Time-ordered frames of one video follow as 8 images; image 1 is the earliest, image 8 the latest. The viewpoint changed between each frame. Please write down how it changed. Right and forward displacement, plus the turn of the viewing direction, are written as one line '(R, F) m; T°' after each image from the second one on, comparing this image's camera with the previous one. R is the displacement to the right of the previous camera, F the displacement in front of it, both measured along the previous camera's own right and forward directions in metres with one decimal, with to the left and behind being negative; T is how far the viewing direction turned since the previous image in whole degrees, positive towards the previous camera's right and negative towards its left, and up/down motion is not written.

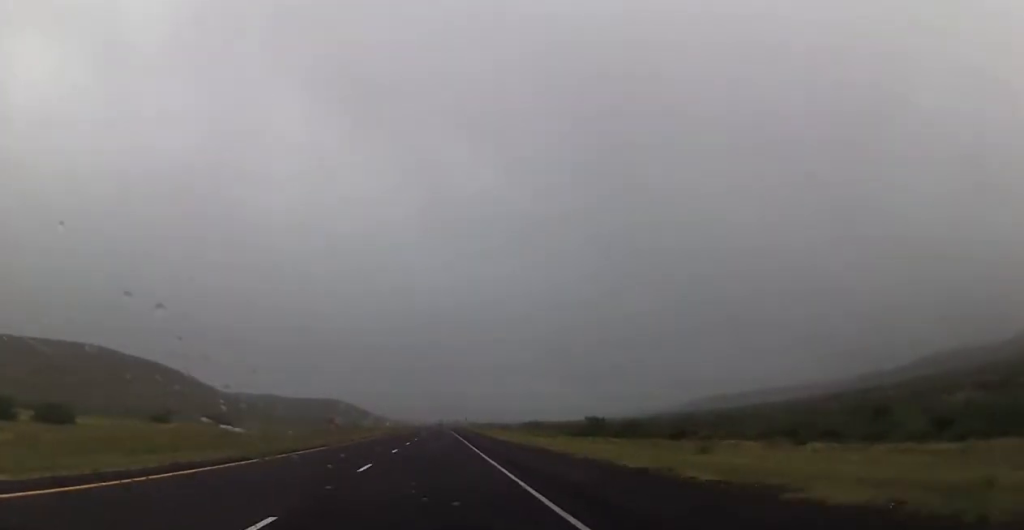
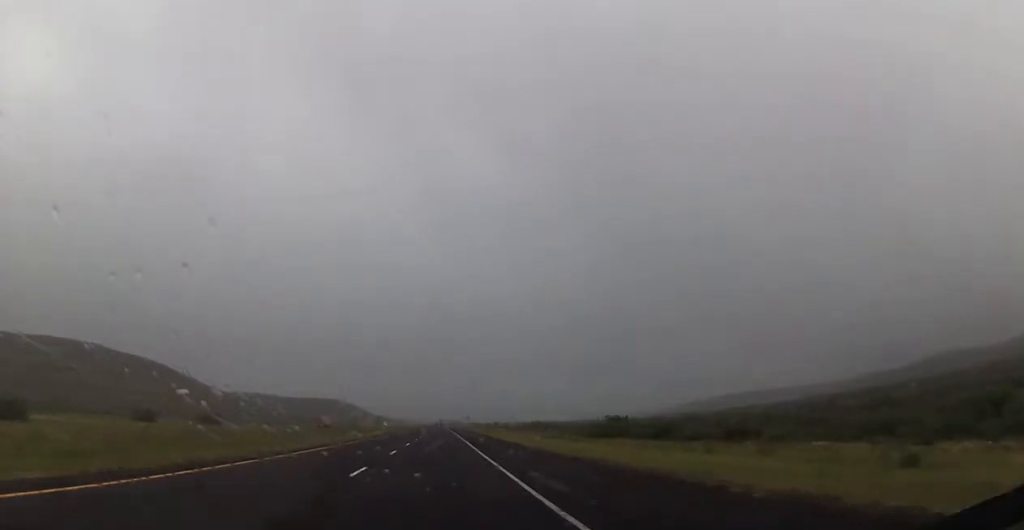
(0.0, +13.8) m; 0°
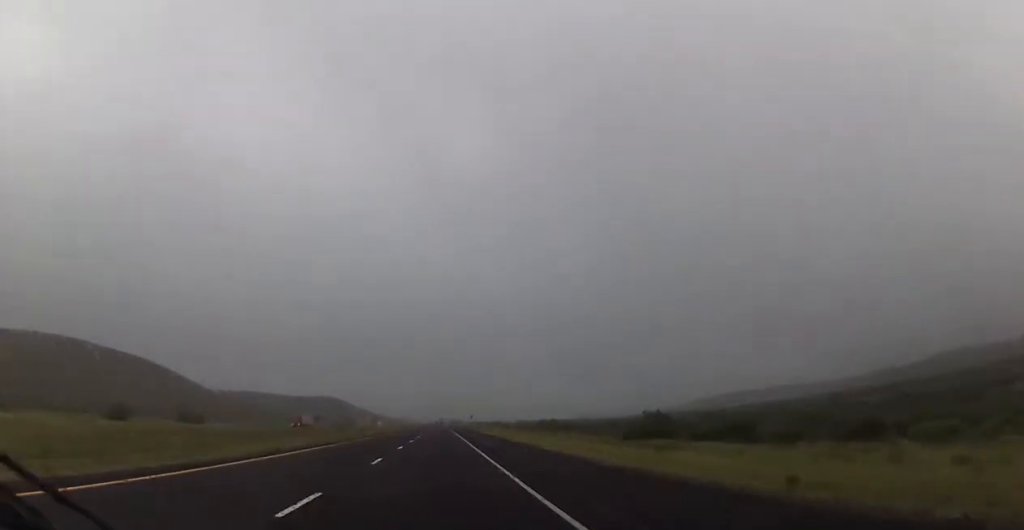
(-0.2, +19.5) m; 0°
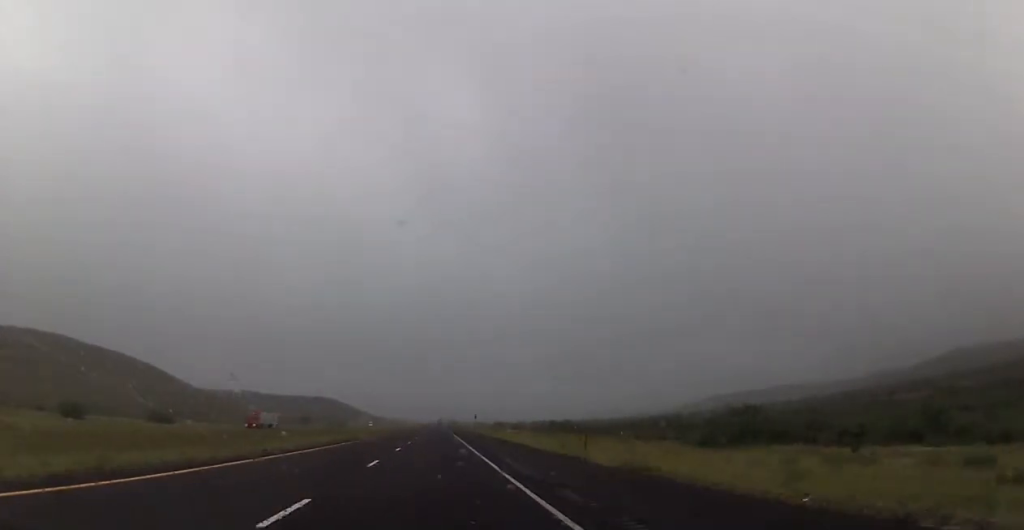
(-0.1, +25.3) m; 0°
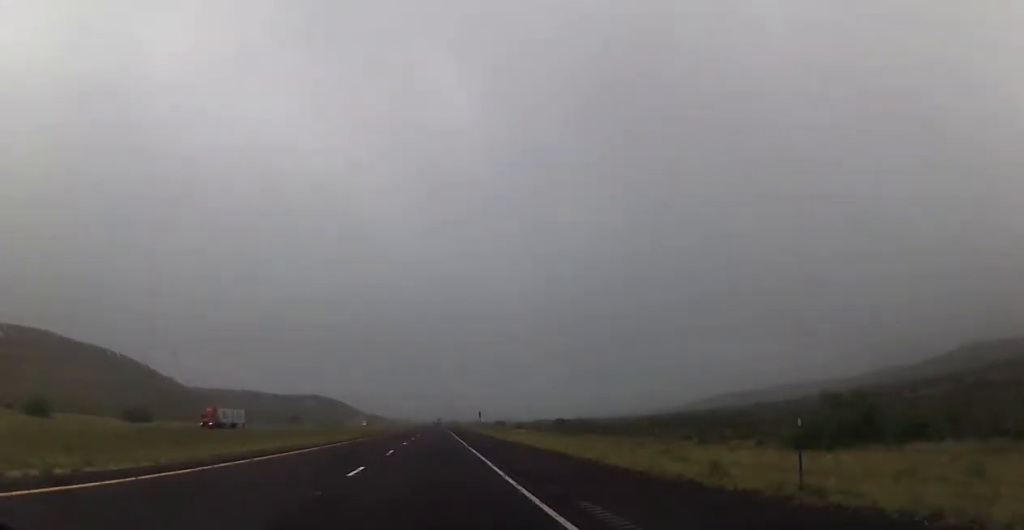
(0.0, +16.1) m; 0°
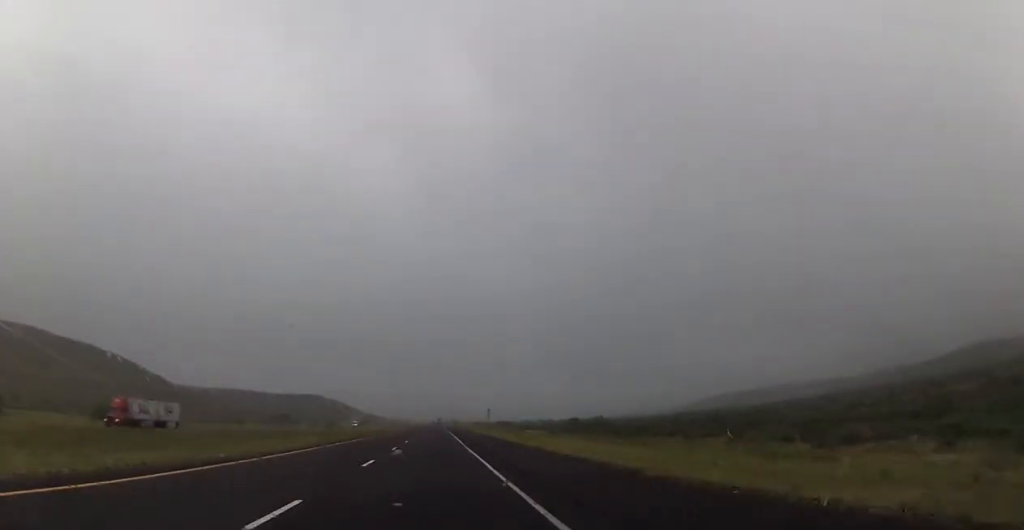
(0.0, +20.7) m; 0°
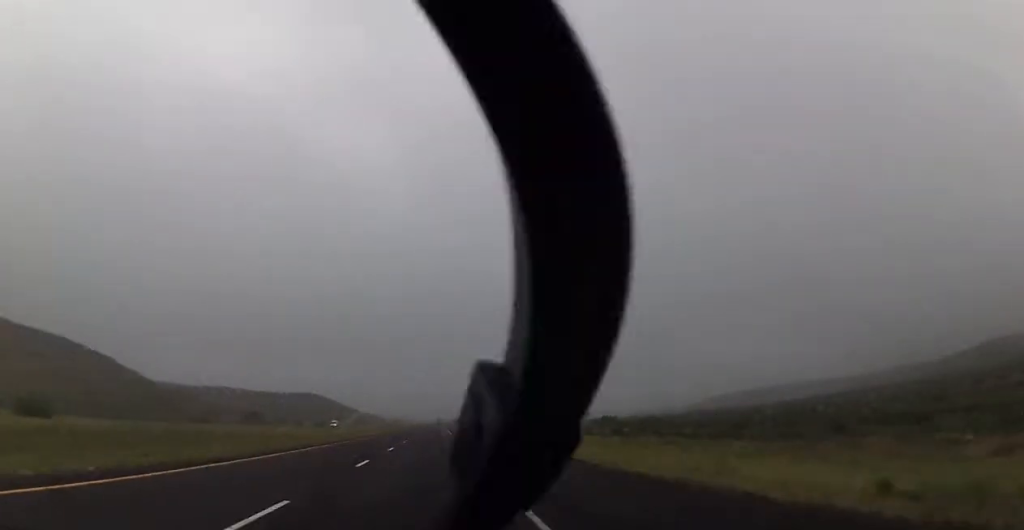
(0.0, +36.8) m; 0°
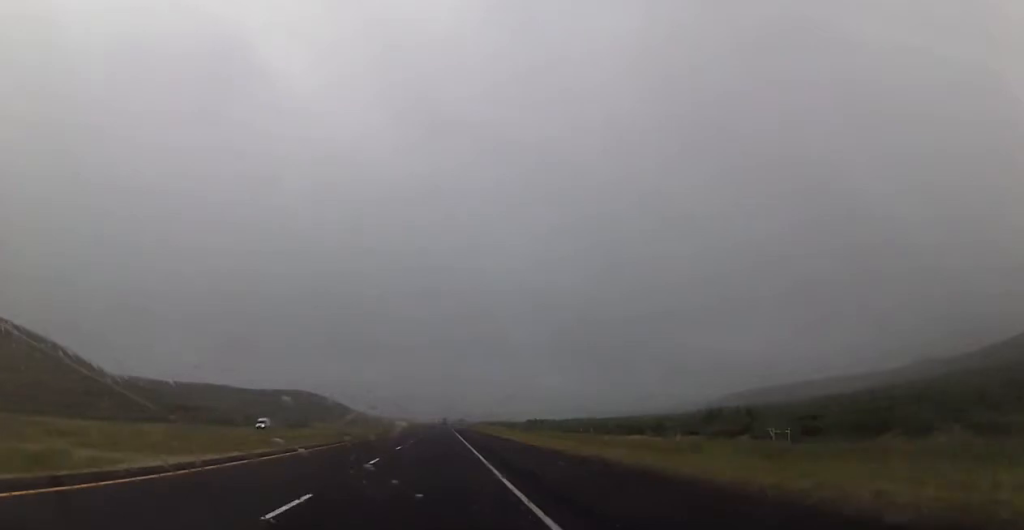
(-0.4, +59.8) m; 0°
